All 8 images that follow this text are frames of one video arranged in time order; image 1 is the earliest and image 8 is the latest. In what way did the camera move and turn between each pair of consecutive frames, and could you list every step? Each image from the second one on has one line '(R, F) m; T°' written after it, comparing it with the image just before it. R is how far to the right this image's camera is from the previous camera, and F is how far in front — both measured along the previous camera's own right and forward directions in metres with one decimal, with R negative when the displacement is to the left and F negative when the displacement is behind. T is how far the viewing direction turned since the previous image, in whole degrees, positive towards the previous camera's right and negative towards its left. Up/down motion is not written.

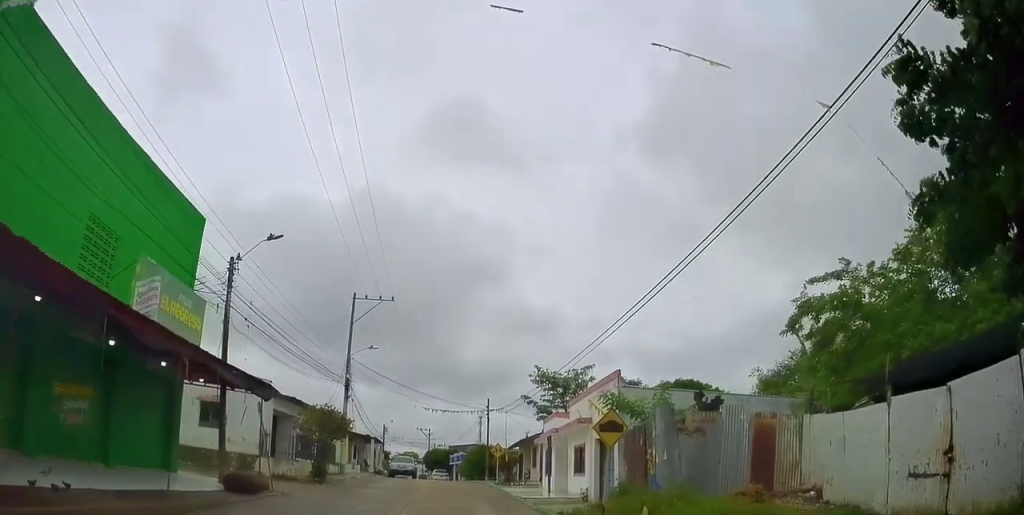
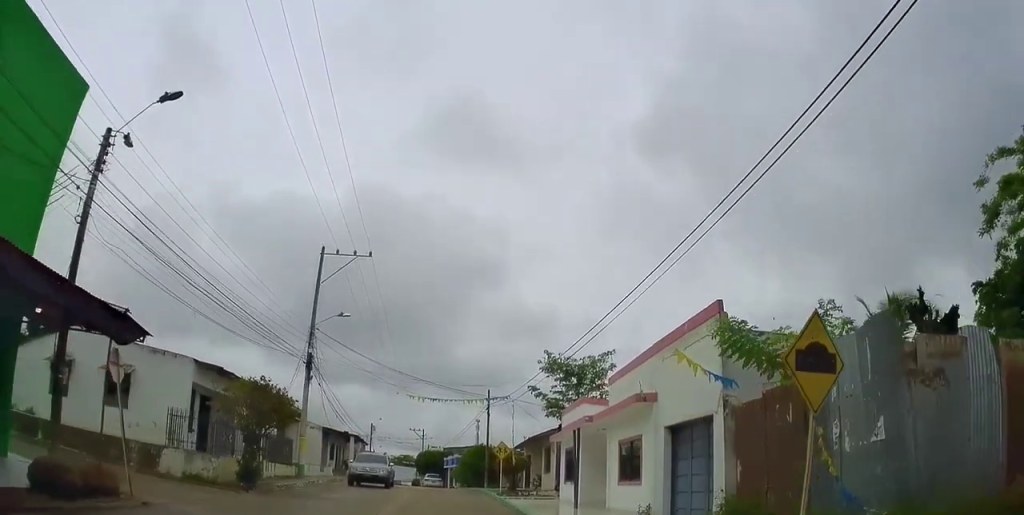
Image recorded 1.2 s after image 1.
(+0.8, +7.3) m; +9°
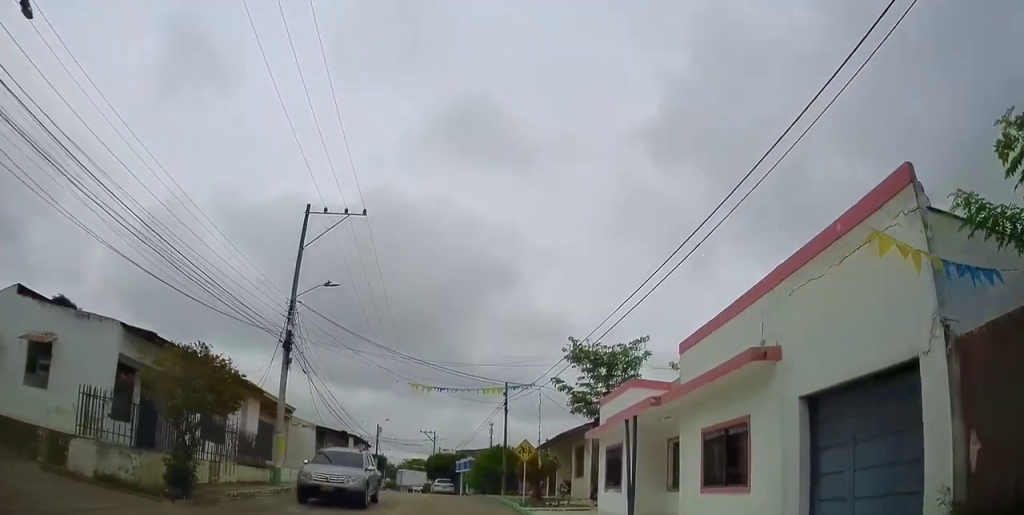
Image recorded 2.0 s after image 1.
(0.0, +5.1) m; +2°
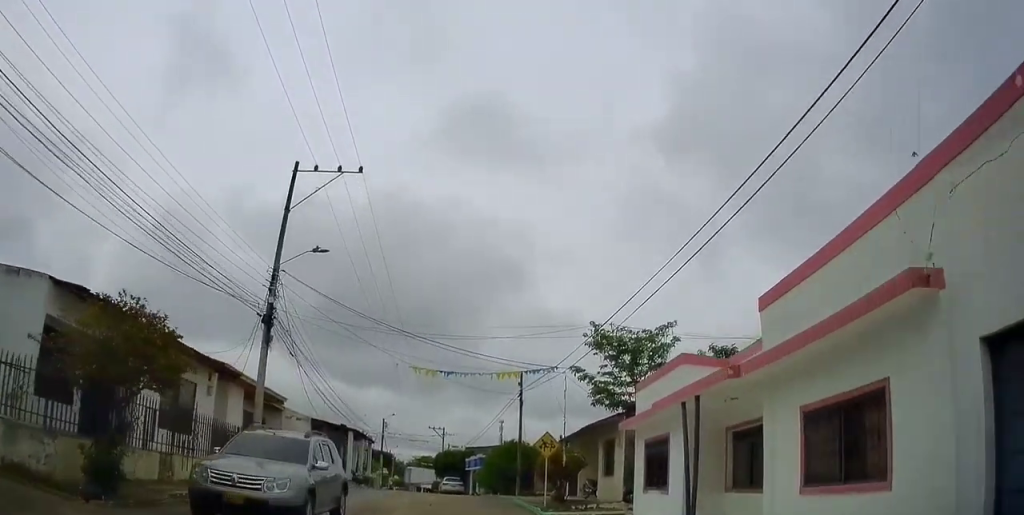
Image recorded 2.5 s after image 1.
(-0.1, +3.4) m; 0°
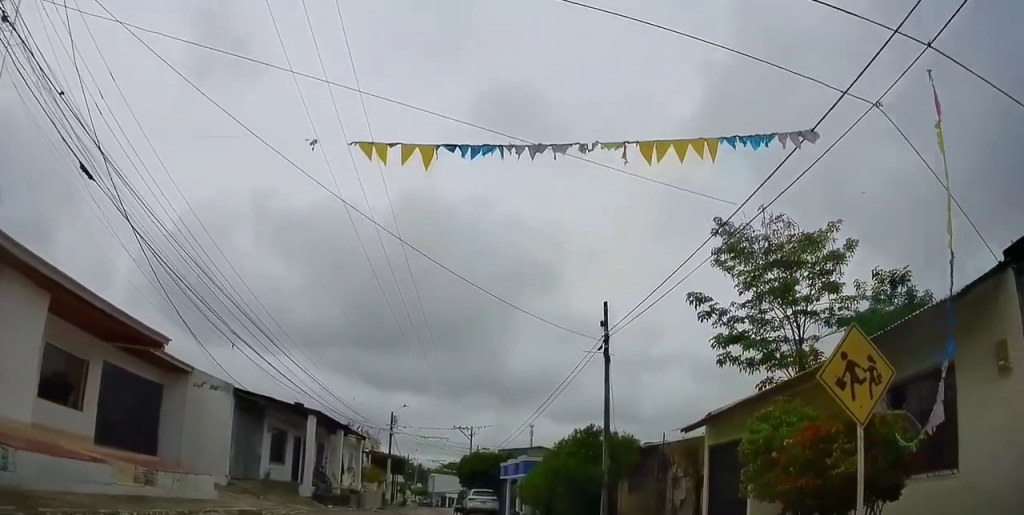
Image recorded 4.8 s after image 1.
(-0.9, +14.3) m; -6°
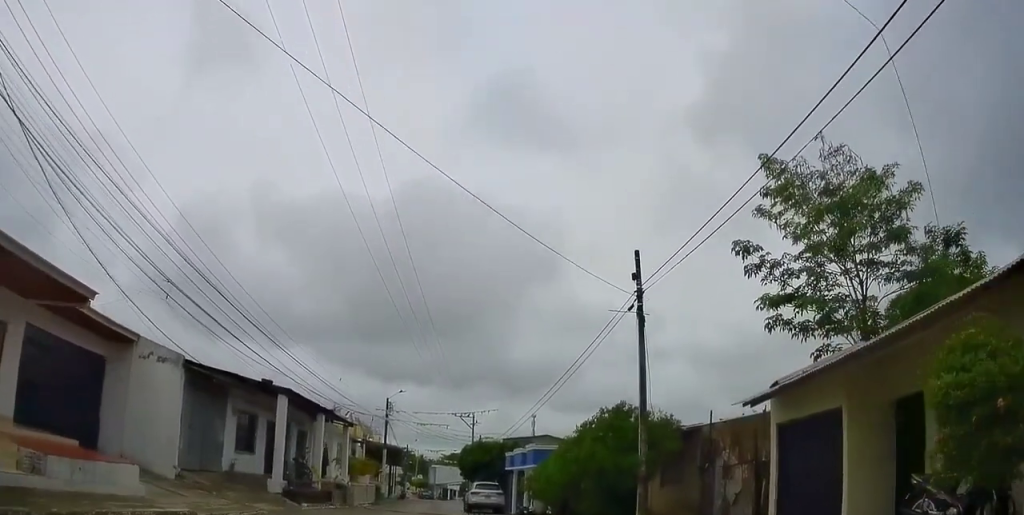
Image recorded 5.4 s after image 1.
(+0.1, +3.6) m; +2°
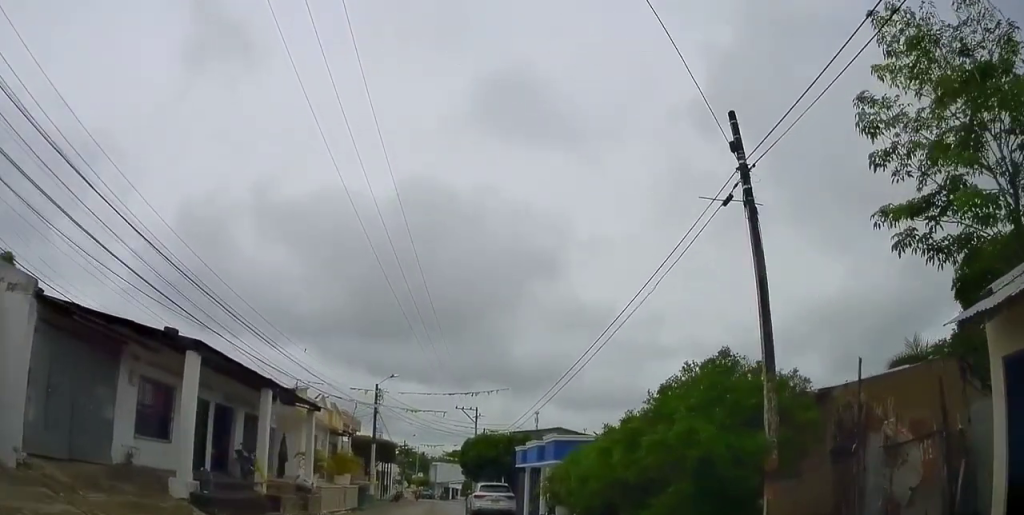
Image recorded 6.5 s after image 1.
(0.0, +6.2) m; -3°
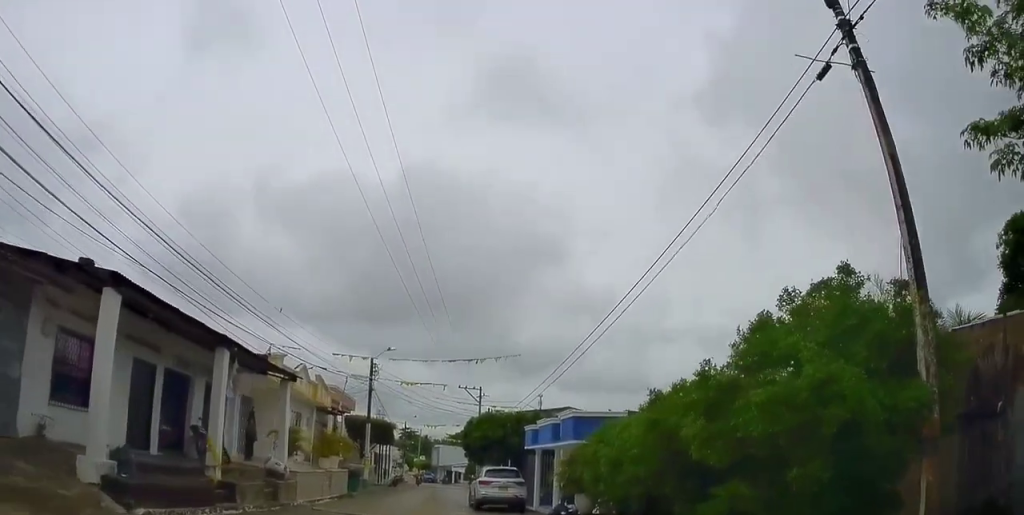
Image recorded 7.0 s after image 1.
(-0.1, +3.2) m; -2°
